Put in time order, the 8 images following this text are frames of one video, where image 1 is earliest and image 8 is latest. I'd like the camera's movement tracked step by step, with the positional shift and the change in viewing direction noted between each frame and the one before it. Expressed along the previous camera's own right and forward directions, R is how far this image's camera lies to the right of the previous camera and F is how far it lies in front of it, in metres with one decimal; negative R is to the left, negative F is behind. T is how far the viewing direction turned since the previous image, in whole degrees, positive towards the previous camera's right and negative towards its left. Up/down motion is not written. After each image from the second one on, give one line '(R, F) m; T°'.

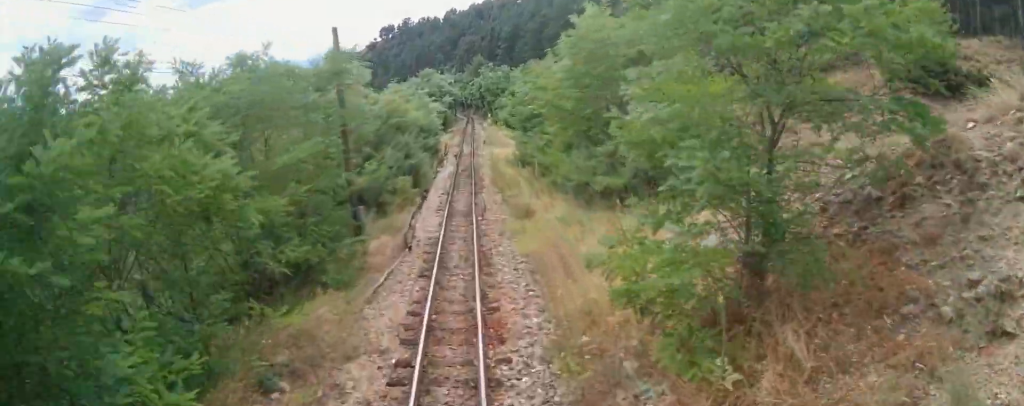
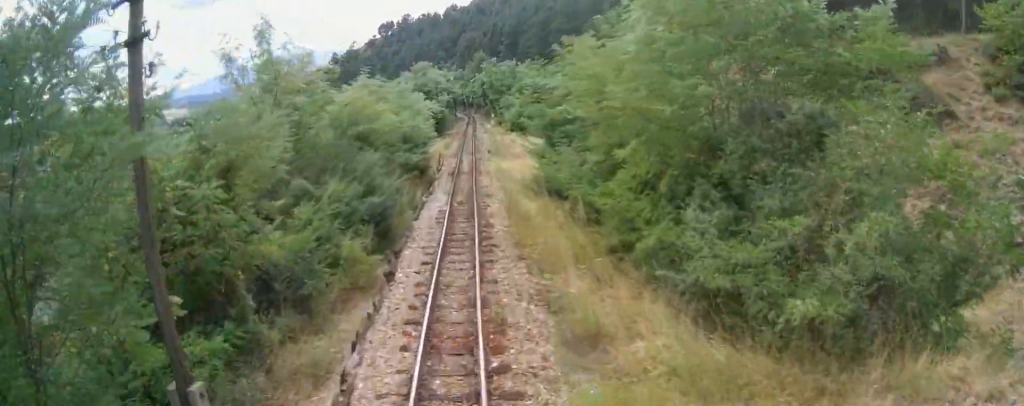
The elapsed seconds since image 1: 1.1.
(0.0, +10.0) m; +1°
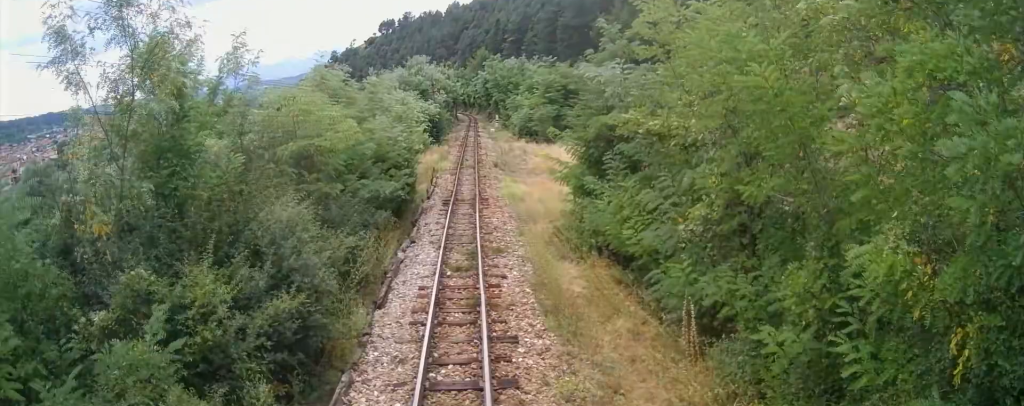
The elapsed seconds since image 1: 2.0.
(+0.1, +7.8) m; +1°
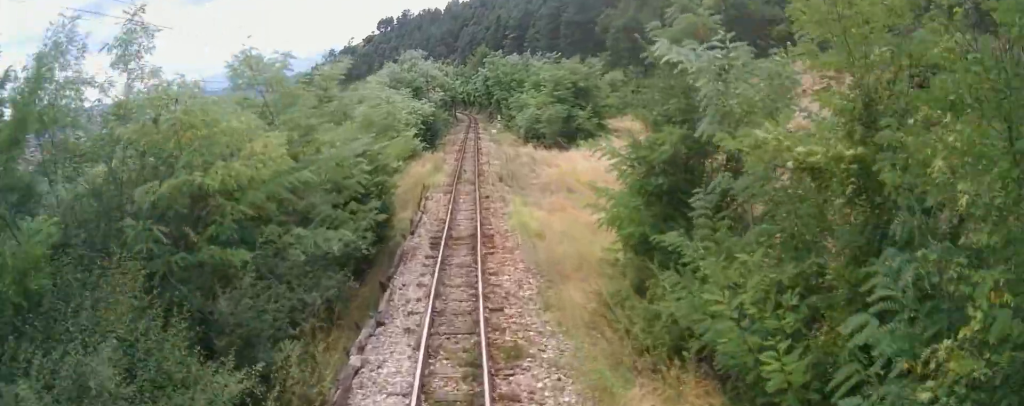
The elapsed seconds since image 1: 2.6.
(0.0, +5.7) m; 0°
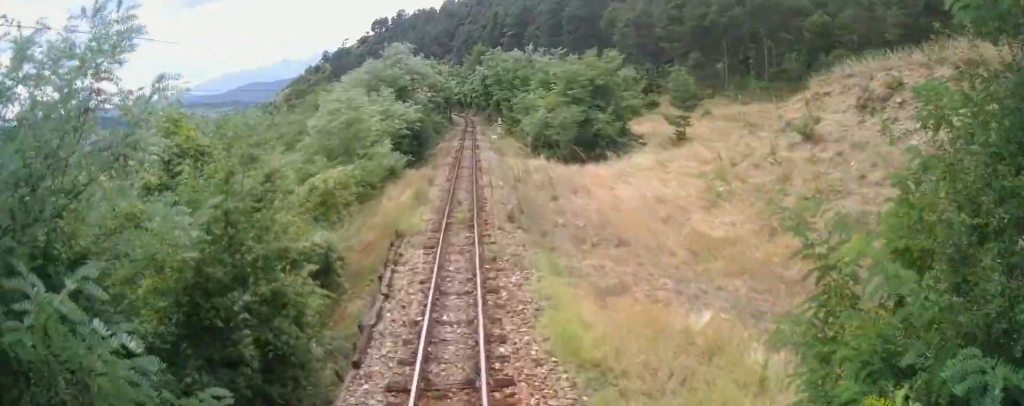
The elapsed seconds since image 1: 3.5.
(0.0, +7.9) m; 0°
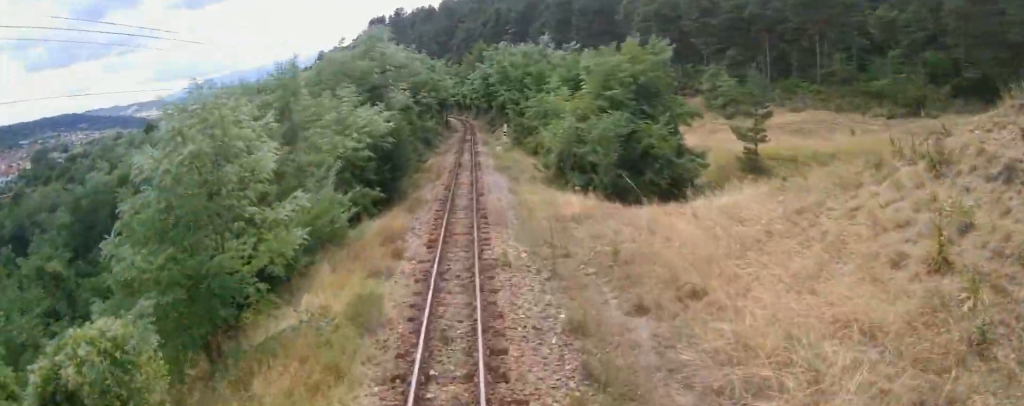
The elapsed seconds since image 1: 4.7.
(0.0, +10.7) m; +1°
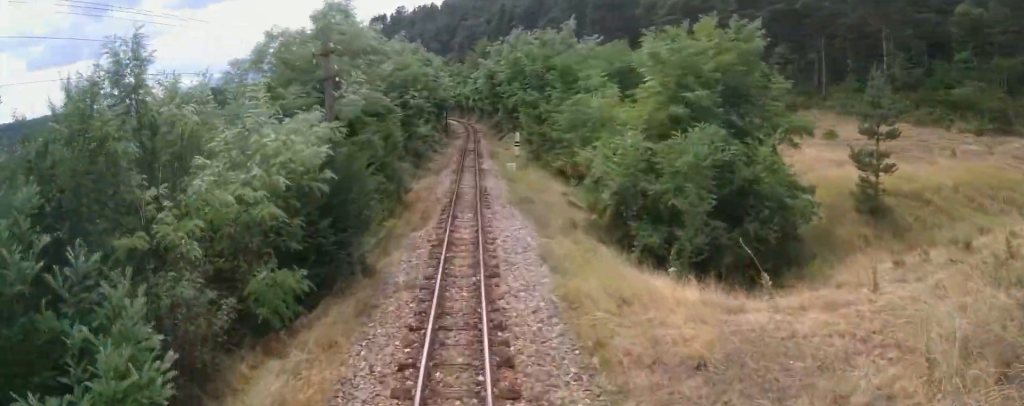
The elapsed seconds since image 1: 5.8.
(+0.2, +9.6) m; +1°
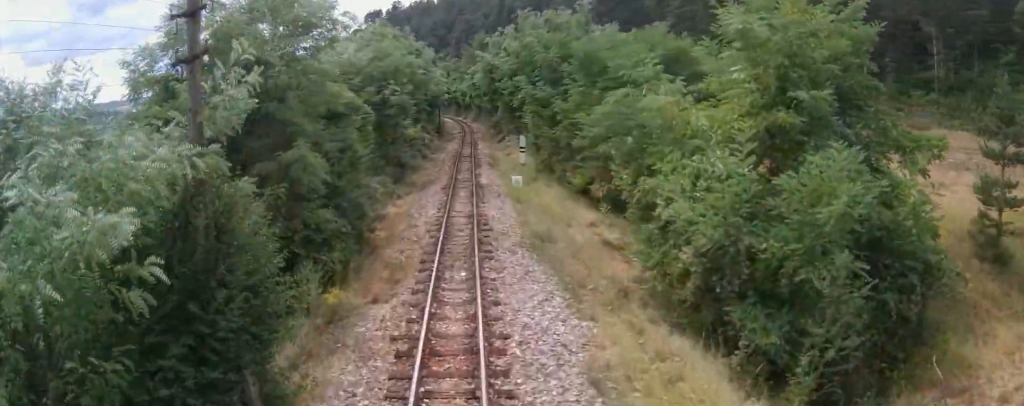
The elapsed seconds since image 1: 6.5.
(0.0, +6.4) m; -1°
